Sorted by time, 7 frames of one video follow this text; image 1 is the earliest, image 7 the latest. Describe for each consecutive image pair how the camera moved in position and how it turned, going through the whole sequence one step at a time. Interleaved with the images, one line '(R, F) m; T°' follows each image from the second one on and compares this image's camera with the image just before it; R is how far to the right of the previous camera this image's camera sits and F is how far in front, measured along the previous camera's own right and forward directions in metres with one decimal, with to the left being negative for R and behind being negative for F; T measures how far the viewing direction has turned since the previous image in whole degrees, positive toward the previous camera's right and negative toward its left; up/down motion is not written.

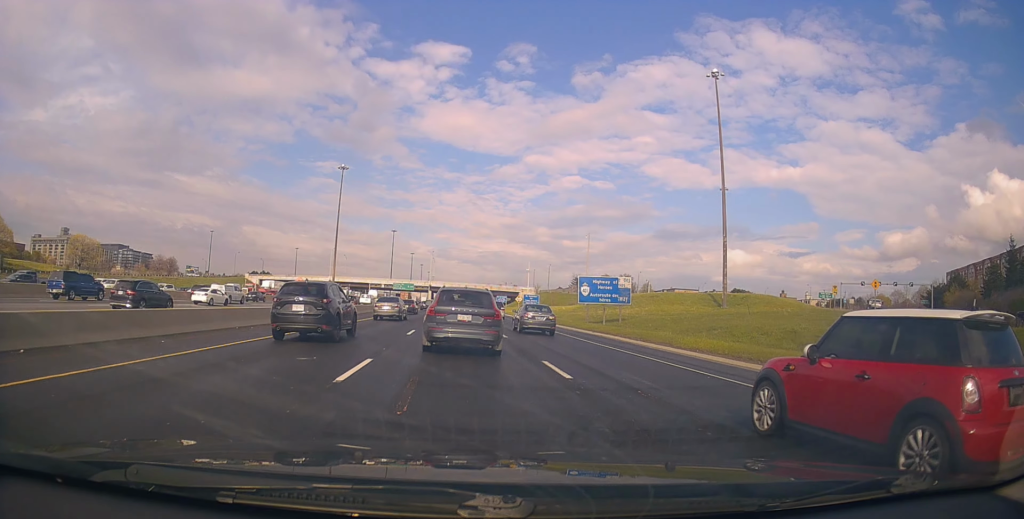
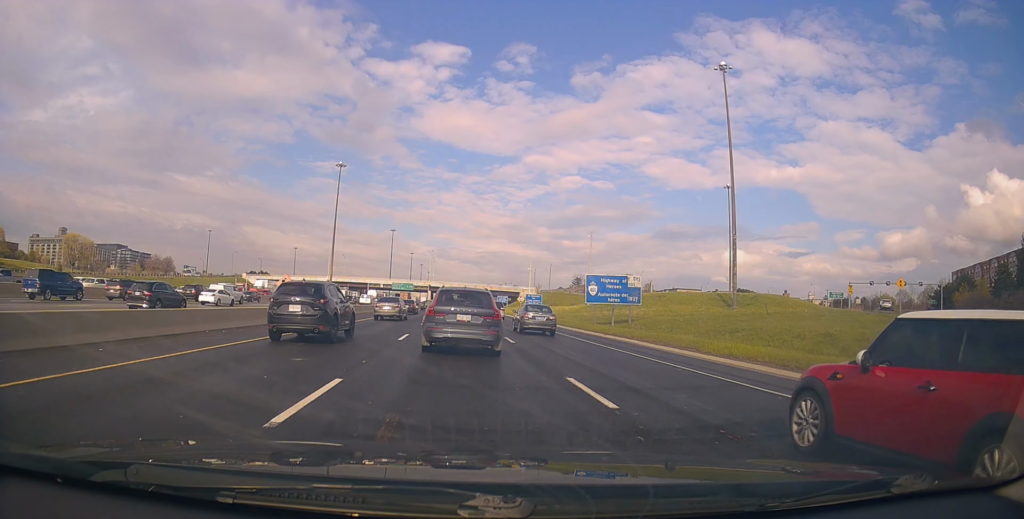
(0.0, +2.8) m; +1°
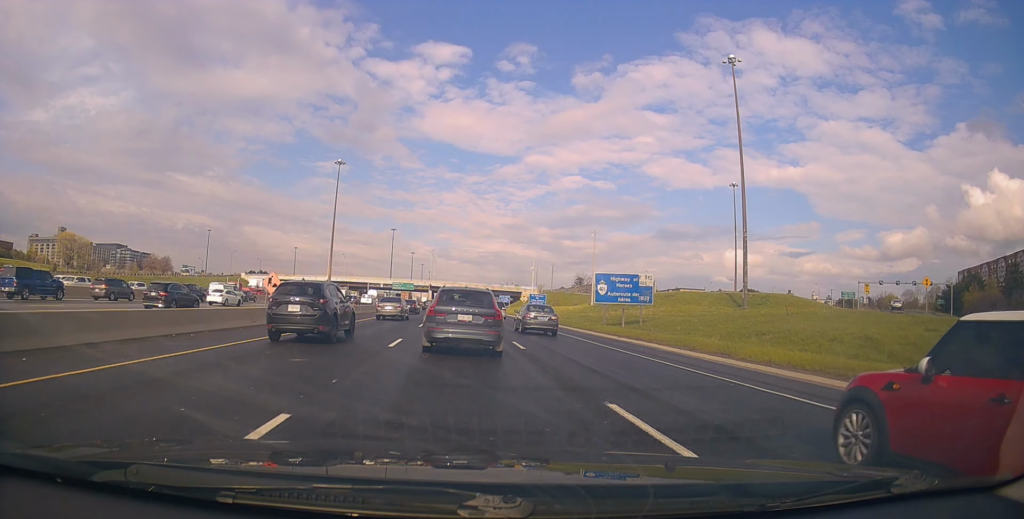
(0.0, +2.9) m; +2°
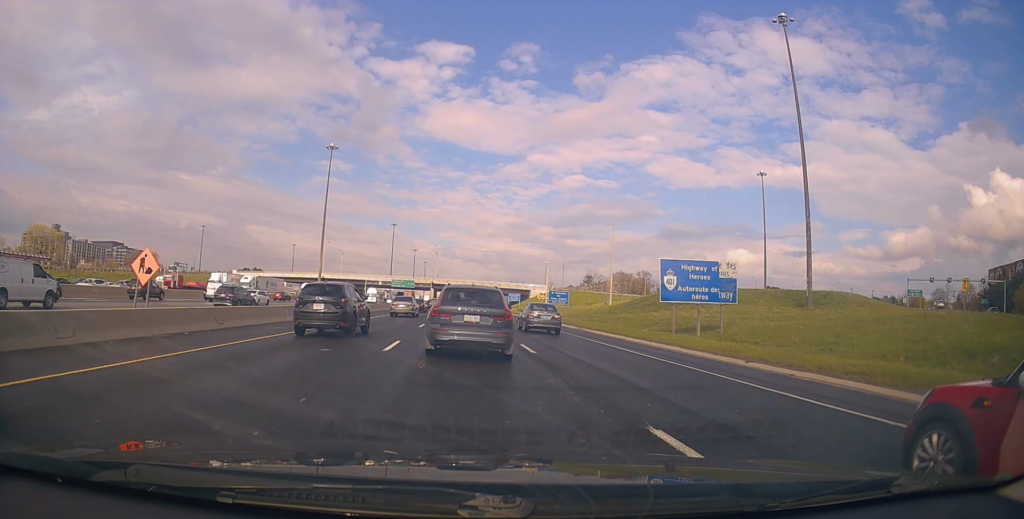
(0.0, +14.2) m; -4°
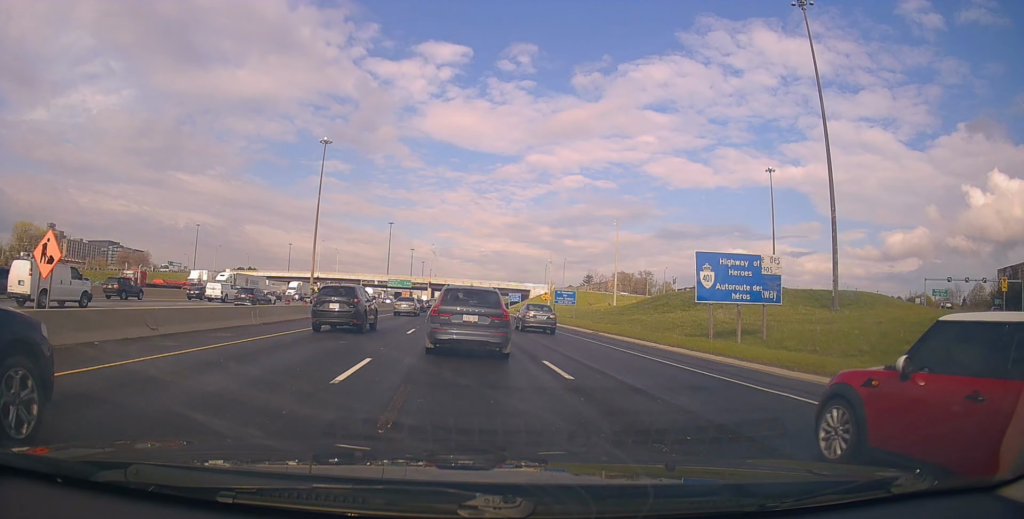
(0.0, +5.3) m; +1°
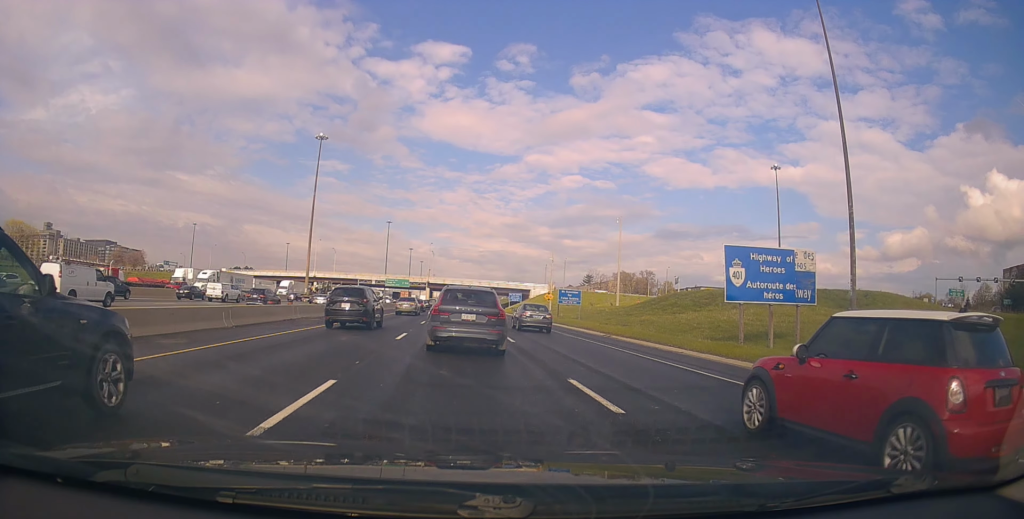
(0.0, +3.4) m; +2°
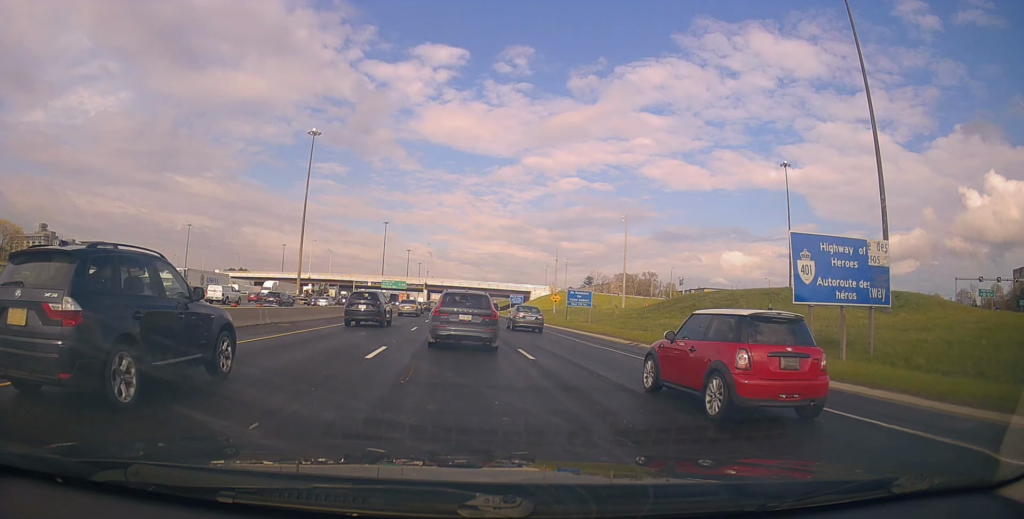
(+0.2, +5.4) m; 0°
